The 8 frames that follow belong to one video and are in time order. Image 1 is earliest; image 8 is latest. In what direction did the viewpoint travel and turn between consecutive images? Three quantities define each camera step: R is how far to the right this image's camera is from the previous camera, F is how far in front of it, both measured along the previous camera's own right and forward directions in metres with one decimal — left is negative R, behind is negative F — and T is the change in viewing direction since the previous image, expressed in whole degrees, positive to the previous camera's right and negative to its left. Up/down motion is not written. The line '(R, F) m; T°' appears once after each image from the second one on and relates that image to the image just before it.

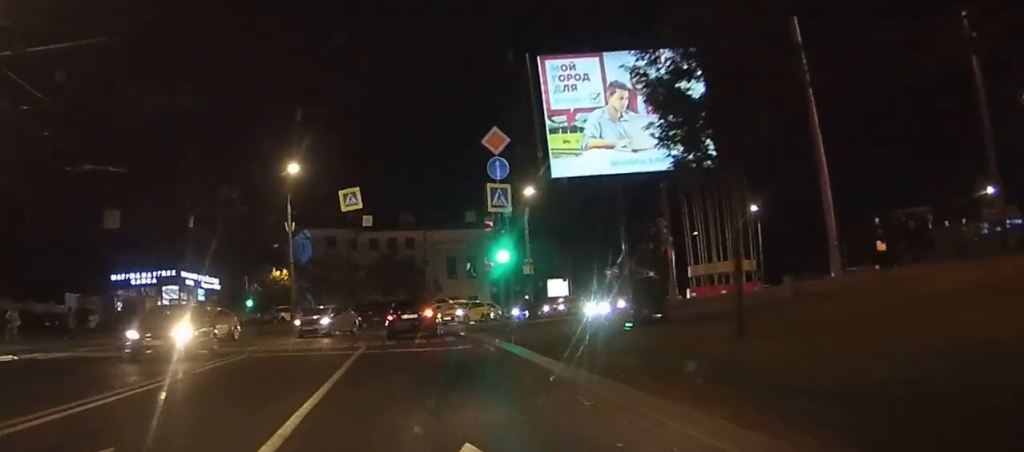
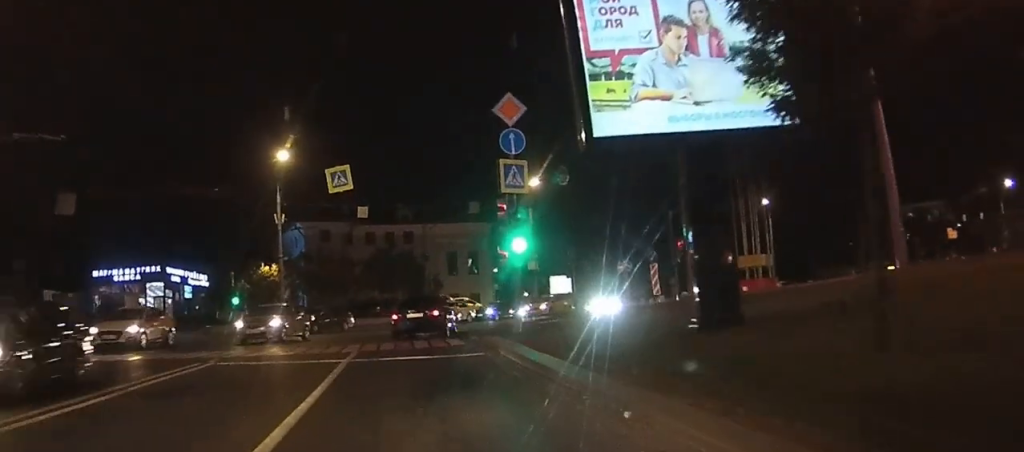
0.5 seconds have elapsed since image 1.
(0.0, +4.4) m; 0°
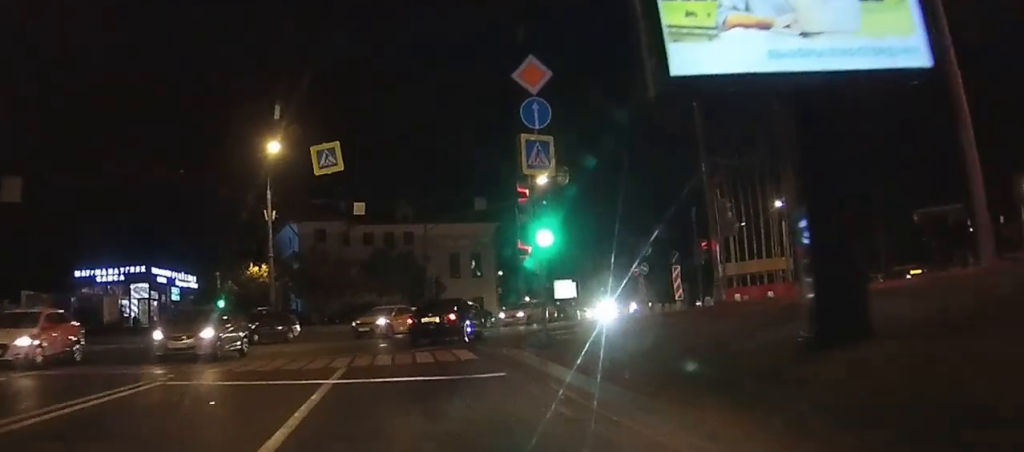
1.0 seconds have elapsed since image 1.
(0.0, +4.2) m; 0°
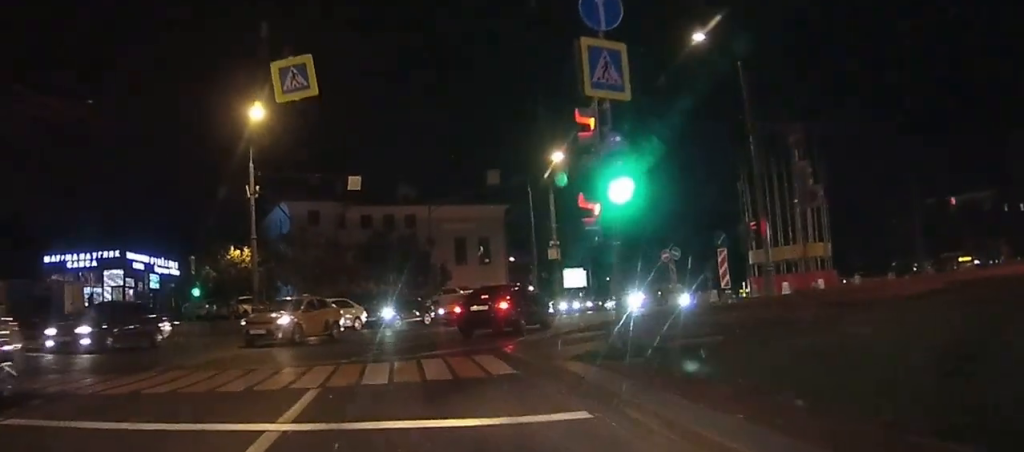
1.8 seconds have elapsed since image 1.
(0.0, +6.8) m; 0°
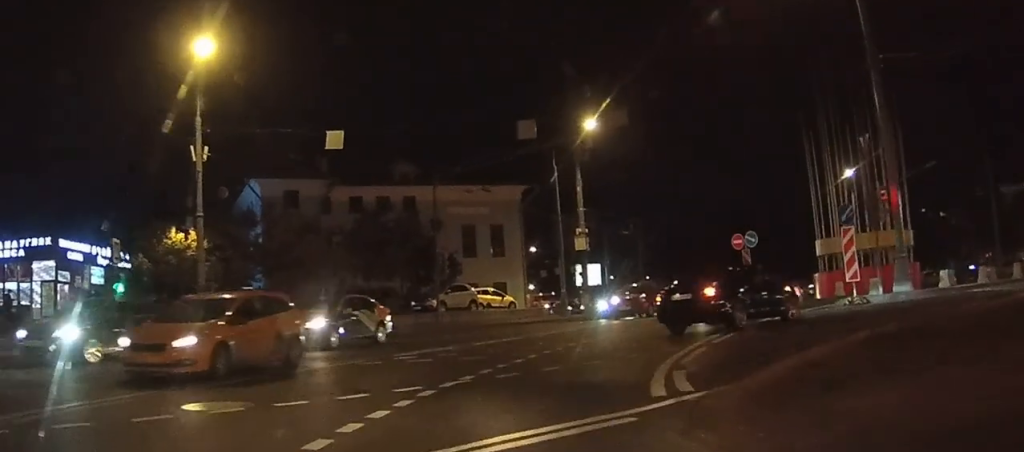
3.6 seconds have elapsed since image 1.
(-0.1, +12.7) m; -1°
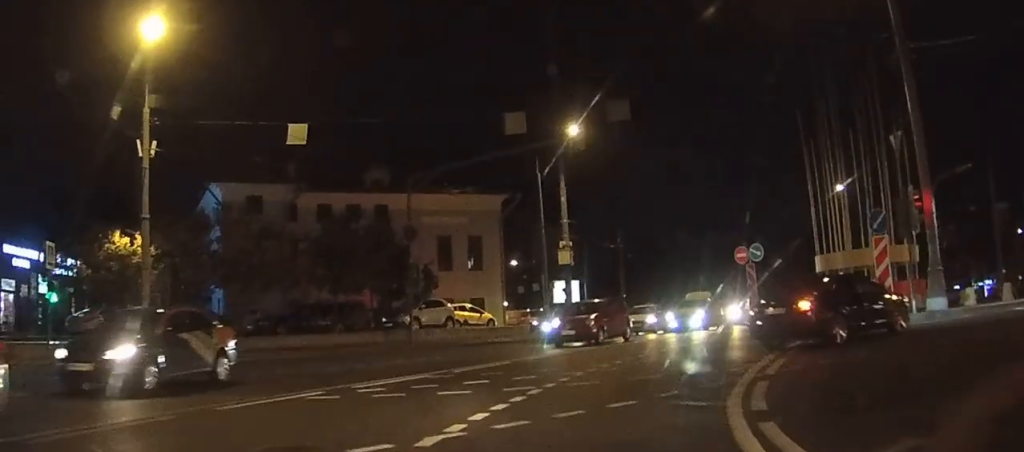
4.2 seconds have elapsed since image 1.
(+0.1, +4.2) m; +3°
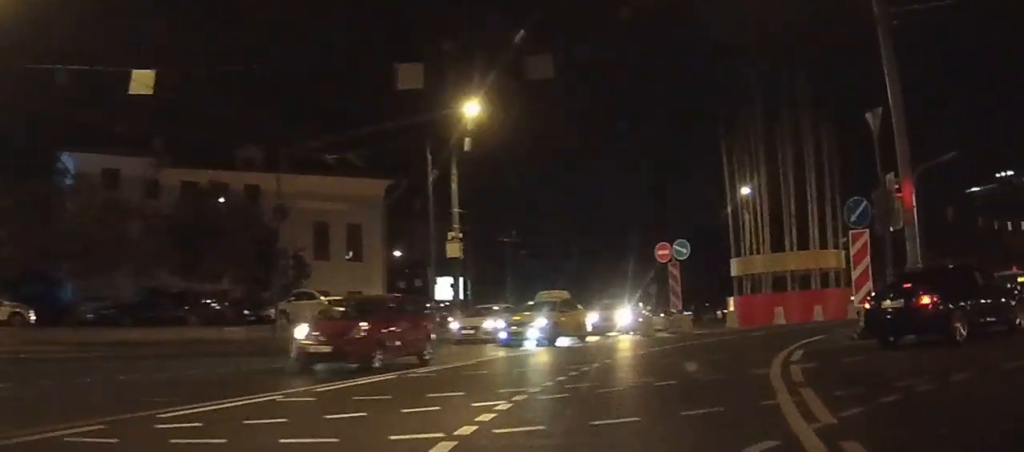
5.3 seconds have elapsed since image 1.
(+0.3, +6.2) m; +8°
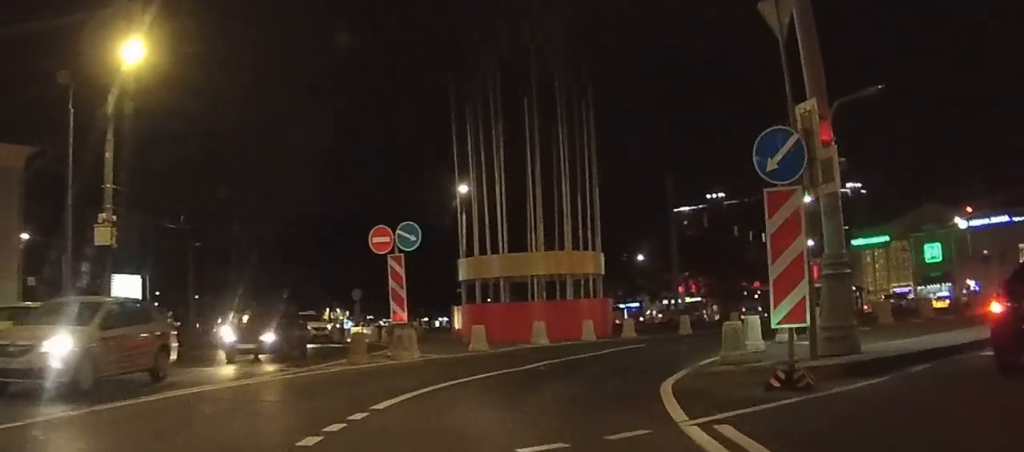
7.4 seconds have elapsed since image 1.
(+2.1, +10.5) m; +19°
